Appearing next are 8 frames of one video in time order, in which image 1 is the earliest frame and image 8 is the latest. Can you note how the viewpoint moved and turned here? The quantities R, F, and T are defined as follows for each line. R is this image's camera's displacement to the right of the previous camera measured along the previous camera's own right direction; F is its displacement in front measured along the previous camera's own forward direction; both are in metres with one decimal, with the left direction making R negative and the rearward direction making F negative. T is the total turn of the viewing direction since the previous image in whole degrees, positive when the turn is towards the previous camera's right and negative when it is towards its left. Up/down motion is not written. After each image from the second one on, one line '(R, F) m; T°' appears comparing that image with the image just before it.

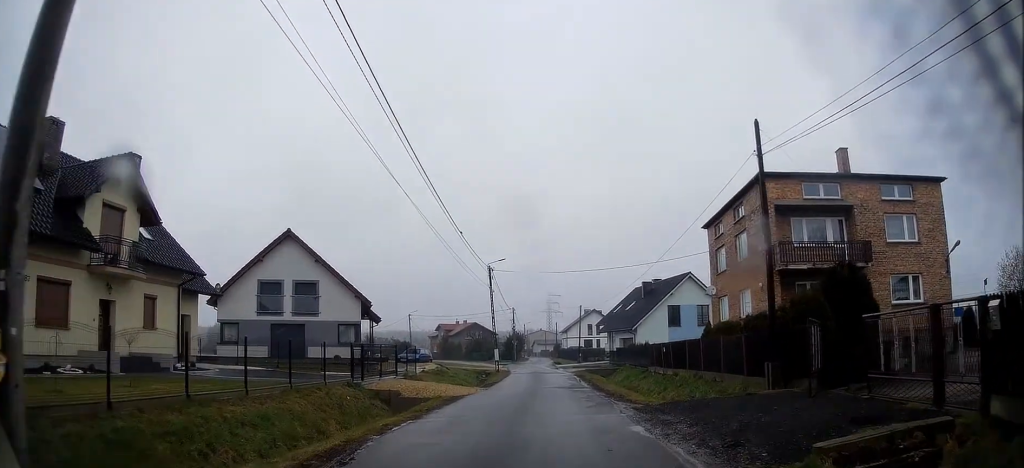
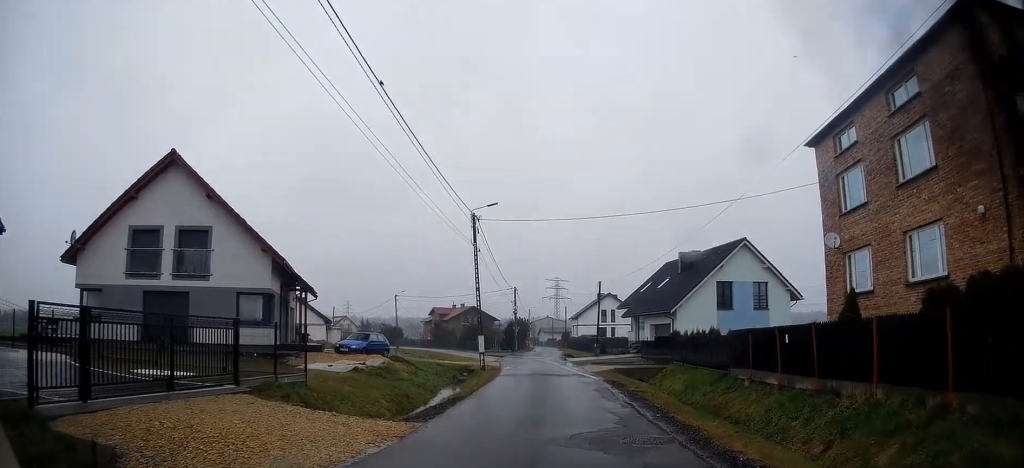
(-0.5, +15.4) m; -1°
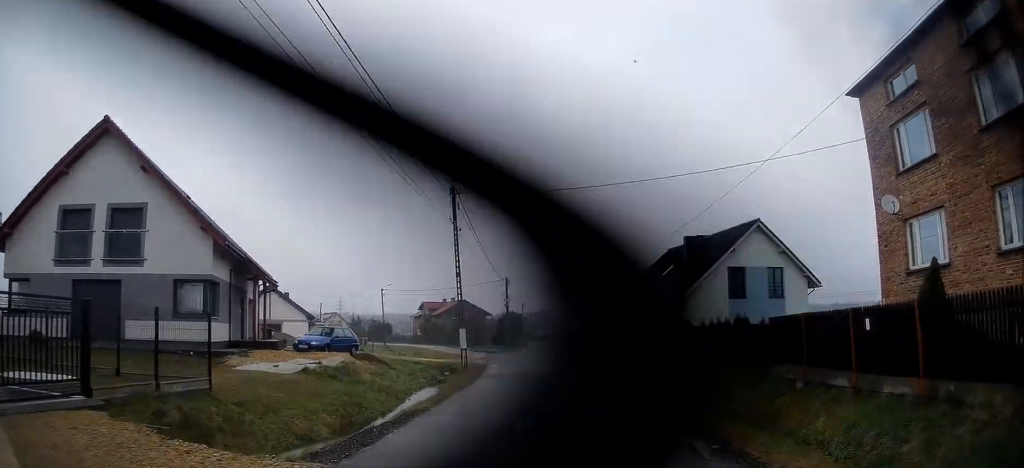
(0.0, +4.5) m; 0°
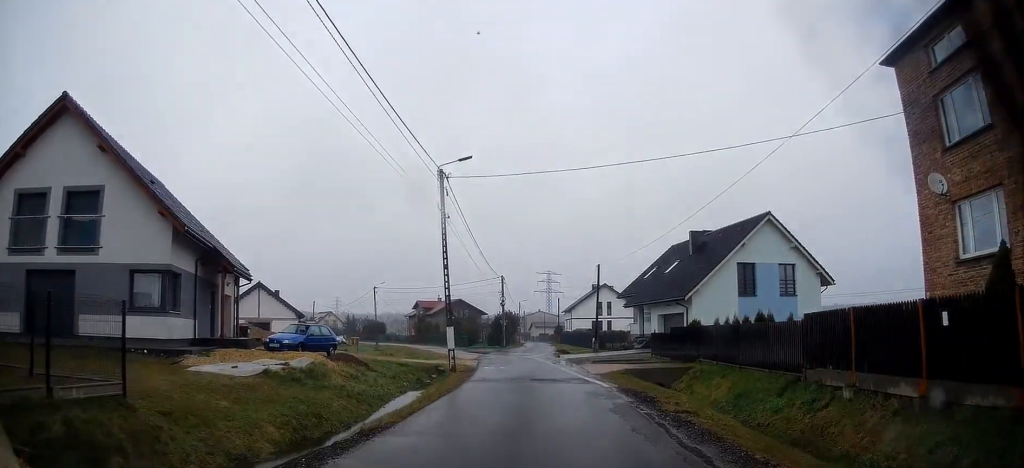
(0.0, +2.6) m; 0°
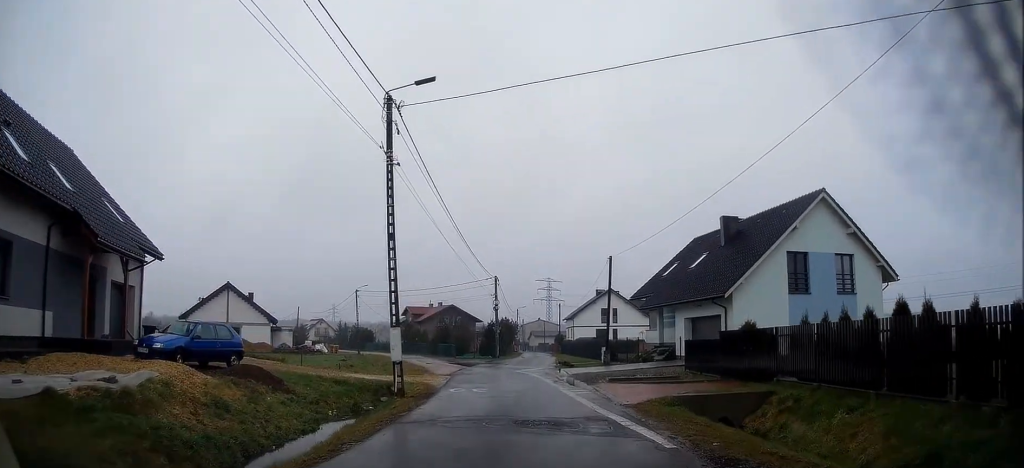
(0.0, +8.5) m; 0°
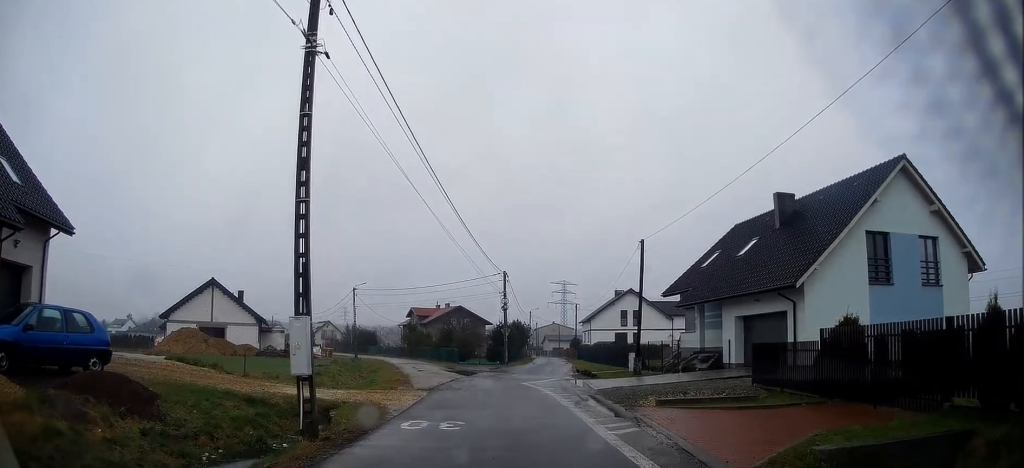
(0.0, +7.2) m; 0°
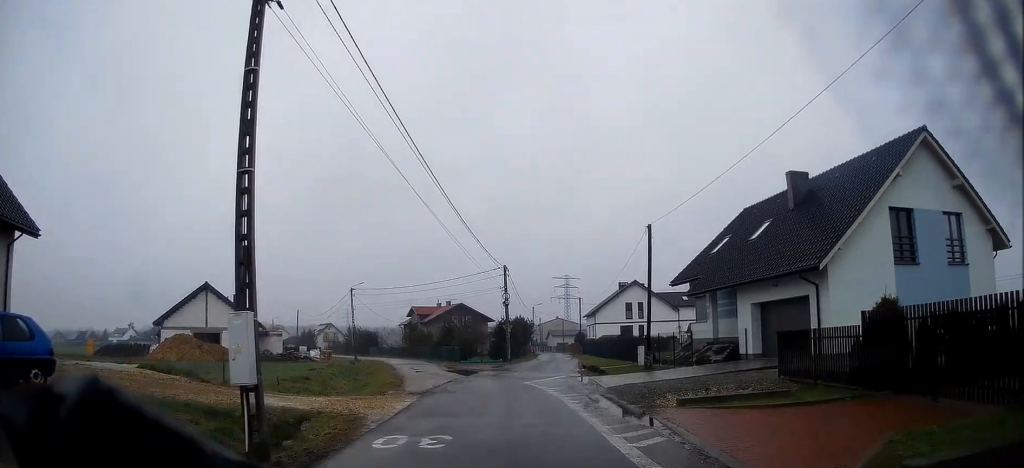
(0.0, +1.9) m; -1°
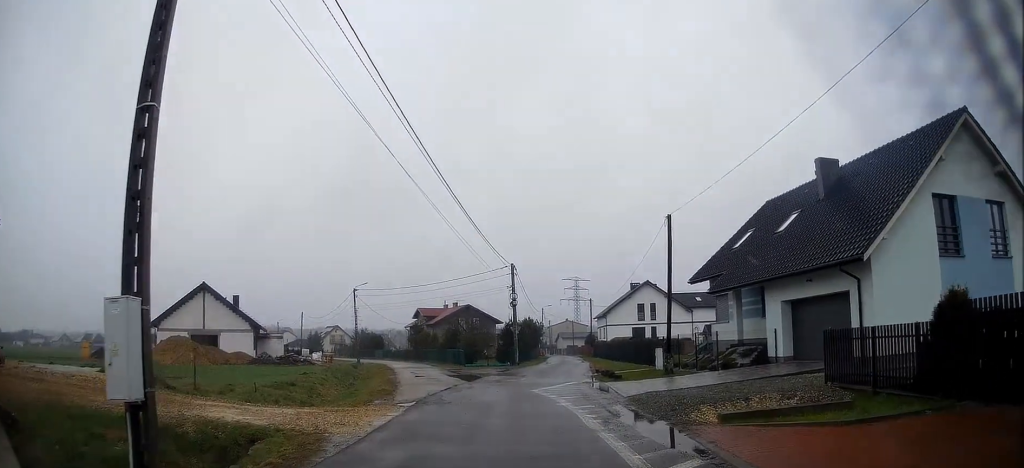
(0.0, +2.5) m; -1°
